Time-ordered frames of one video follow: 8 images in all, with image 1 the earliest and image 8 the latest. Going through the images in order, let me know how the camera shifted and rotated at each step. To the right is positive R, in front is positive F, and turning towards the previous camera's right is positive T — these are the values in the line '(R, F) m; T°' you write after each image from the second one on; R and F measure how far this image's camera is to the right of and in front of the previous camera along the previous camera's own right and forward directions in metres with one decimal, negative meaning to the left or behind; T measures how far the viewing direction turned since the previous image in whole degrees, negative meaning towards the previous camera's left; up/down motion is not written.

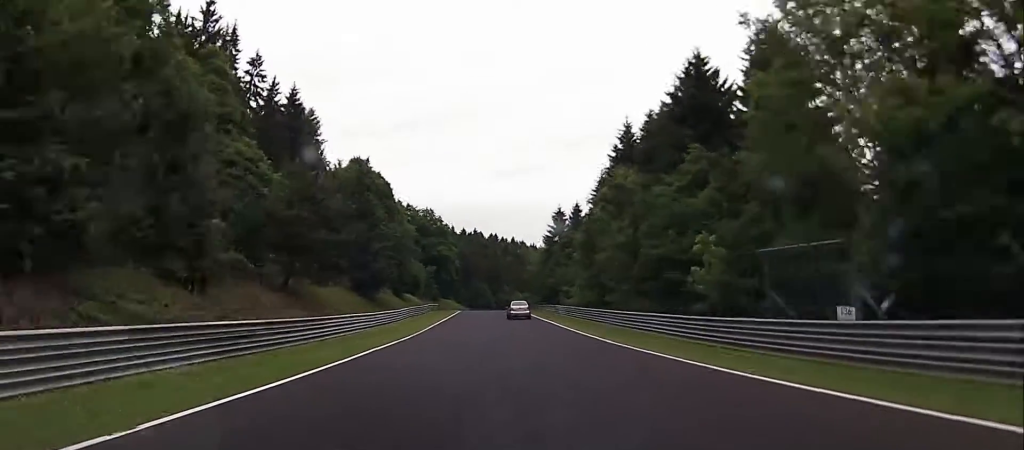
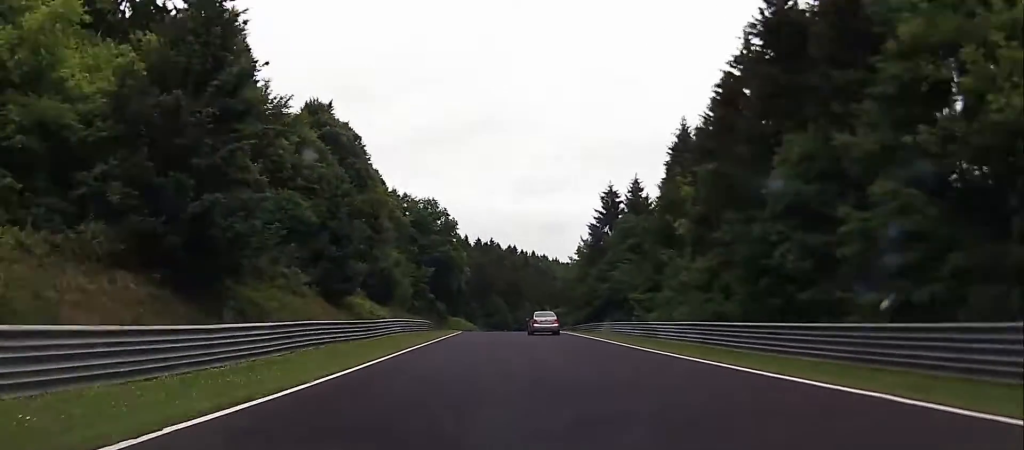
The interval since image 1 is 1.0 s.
(-0.5, +35.2) m; -1°
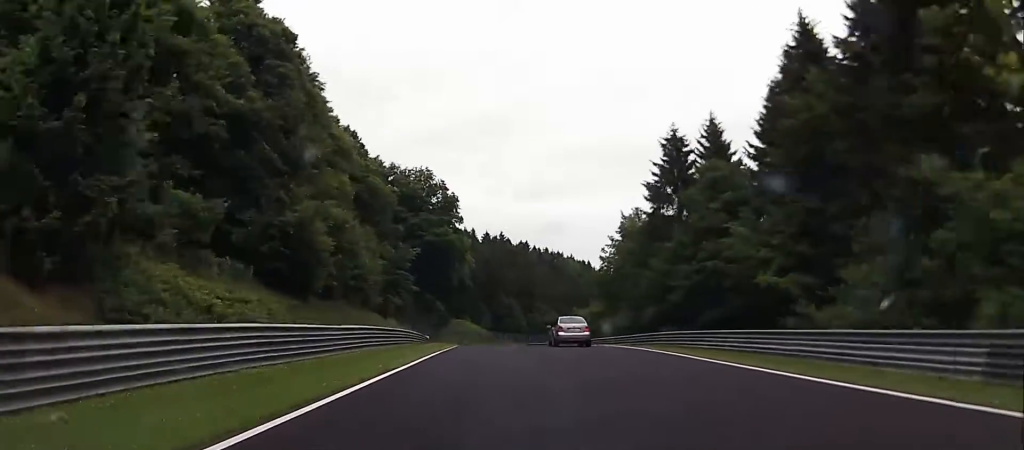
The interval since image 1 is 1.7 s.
(-0.3, +26.5) m; -1°
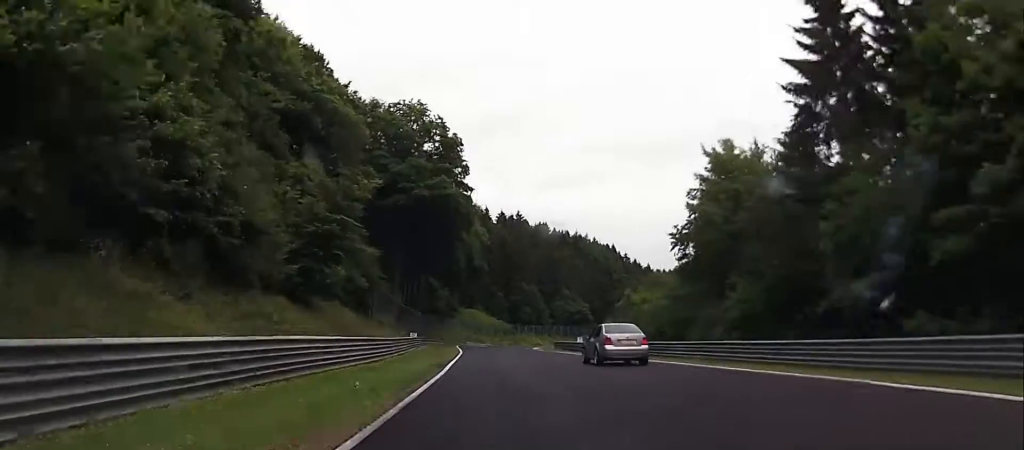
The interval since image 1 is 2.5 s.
(-0.3, +26.7) m; -1°
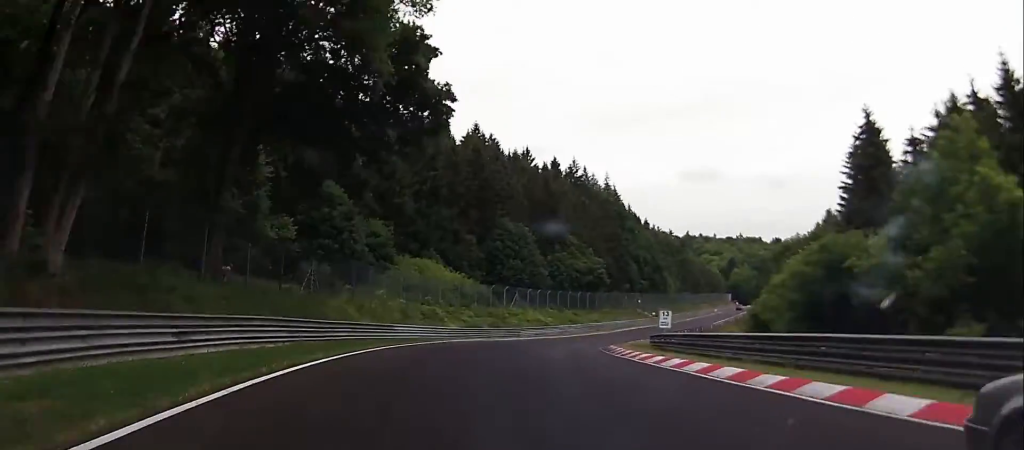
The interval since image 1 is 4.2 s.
(-0.7, +63.0) m; +2°
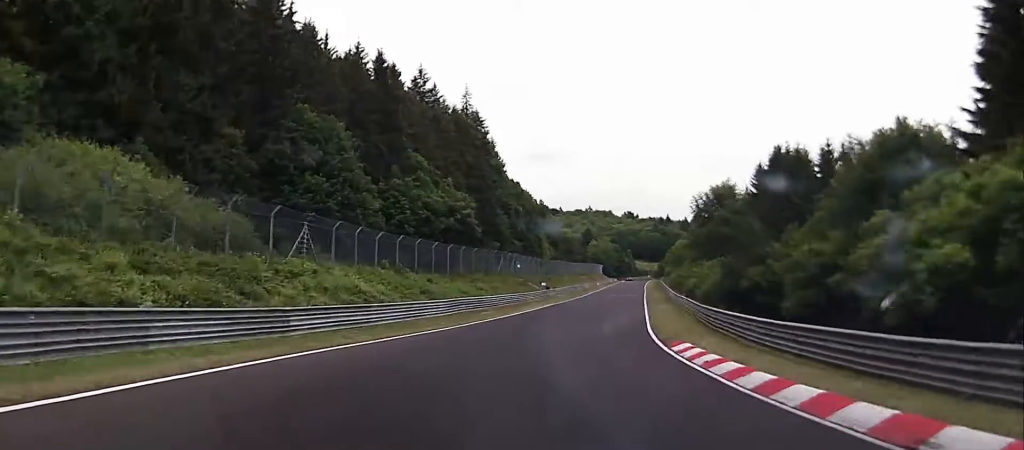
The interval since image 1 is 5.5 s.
(+3.0, +45.3) m; +10°
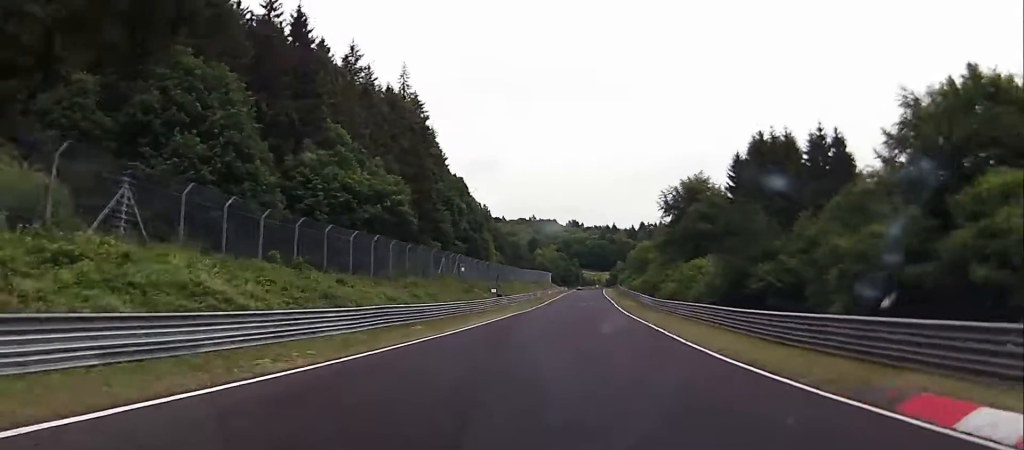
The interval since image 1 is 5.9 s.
(-0.4, +14.0) m; +4°
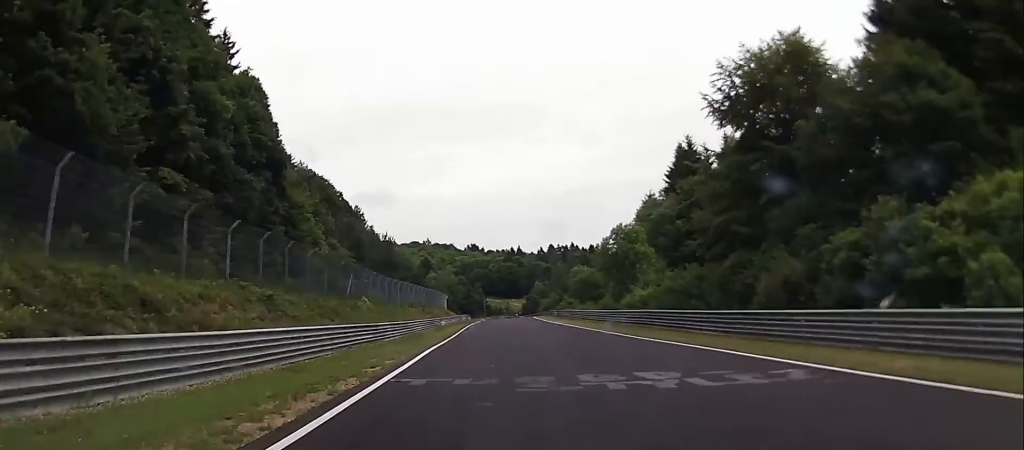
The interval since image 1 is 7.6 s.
(+9.9, +62.9) m; +10°
